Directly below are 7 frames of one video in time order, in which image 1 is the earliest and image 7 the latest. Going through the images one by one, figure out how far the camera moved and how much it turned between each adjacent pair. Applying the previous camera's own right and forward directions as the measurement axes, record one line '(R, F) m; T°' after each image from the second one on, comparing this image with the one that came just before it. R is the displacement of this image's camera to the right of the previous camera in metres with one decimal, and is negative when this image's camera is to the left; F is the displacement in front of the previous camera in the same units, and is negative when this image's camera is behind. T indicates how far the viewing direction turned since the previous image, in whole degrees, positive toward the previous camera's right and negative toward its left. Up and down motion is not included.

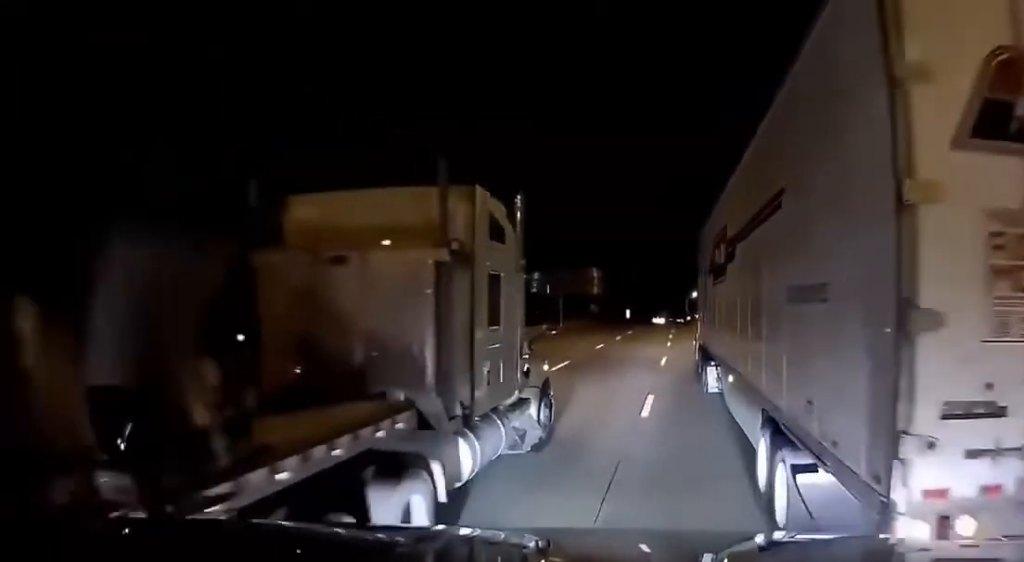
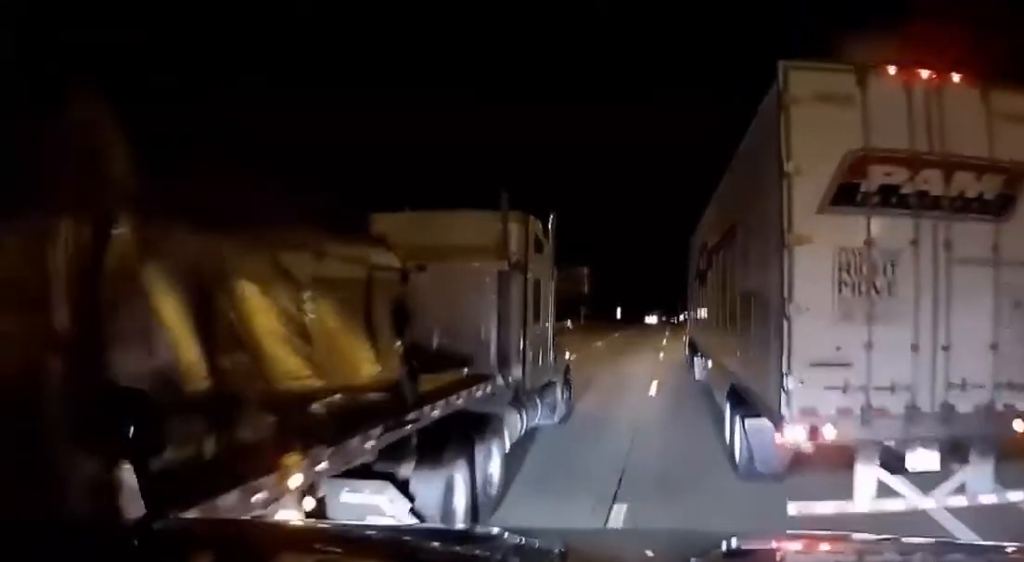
(+0.2, +9.7) m; +1°
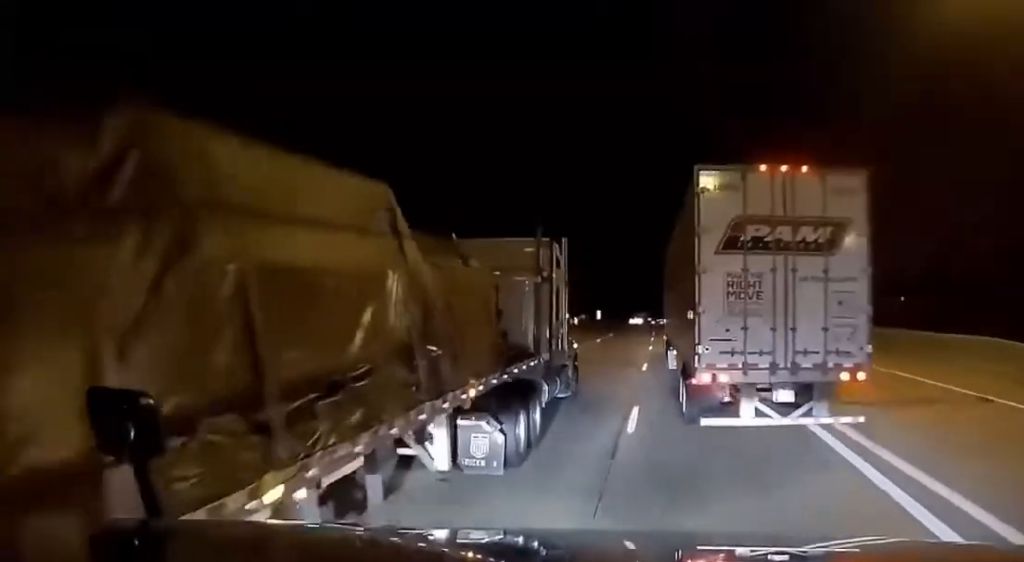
(+0.1, +17.1) m; 0°
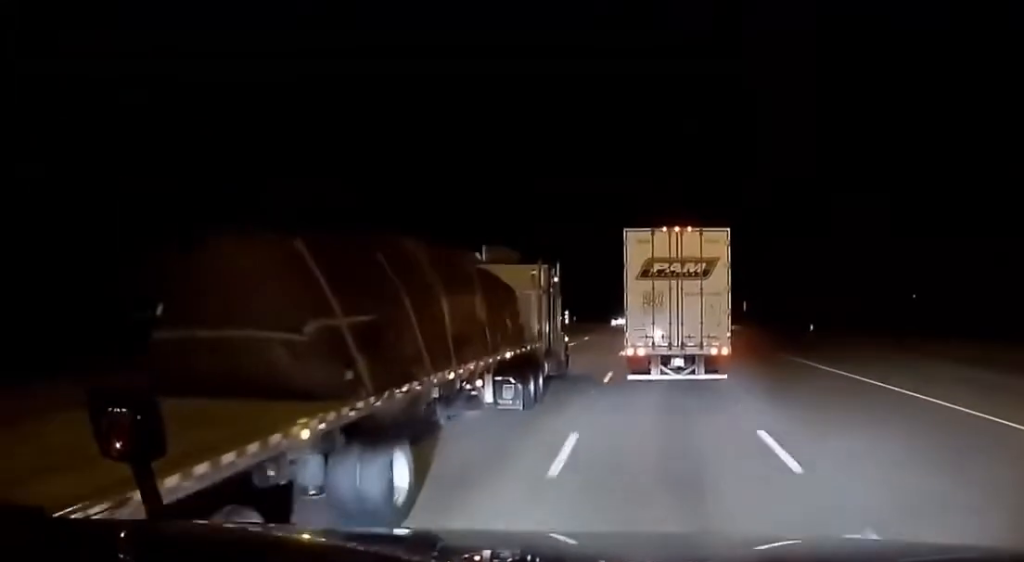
(0.0, +28.8) m; 0°
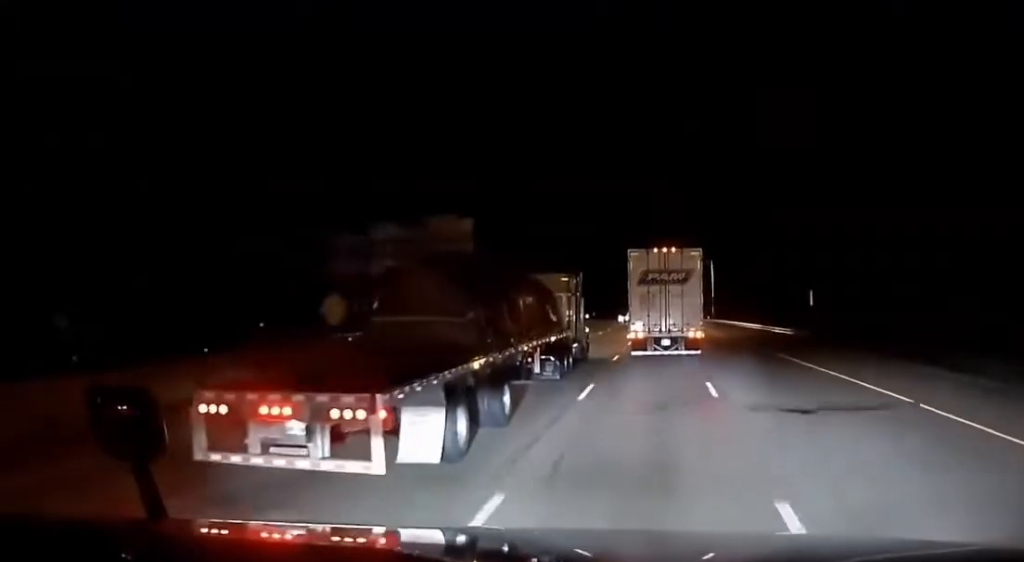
(0.0, +29.5) m; 0°
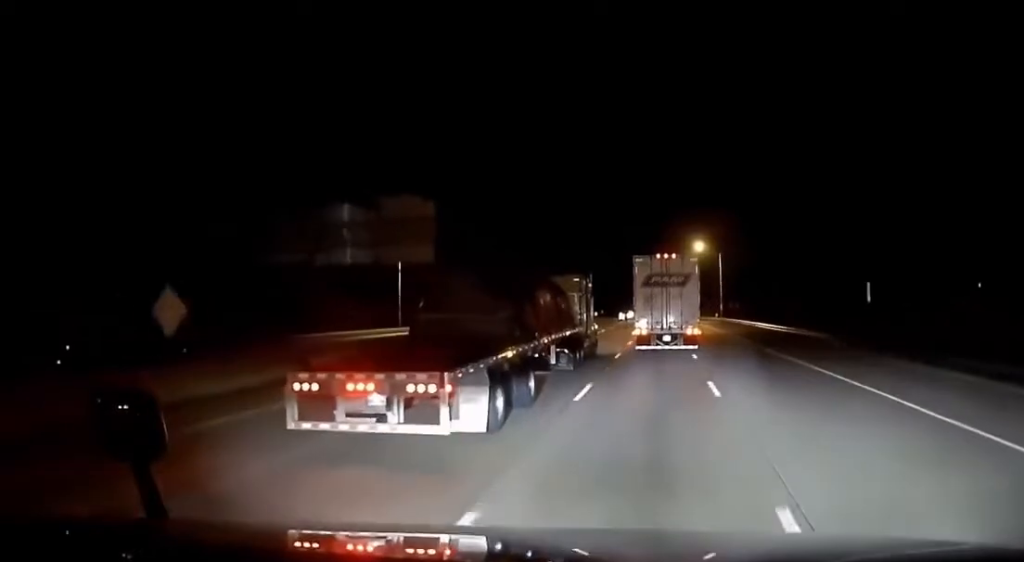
(0.0, +12.6) m; 0°
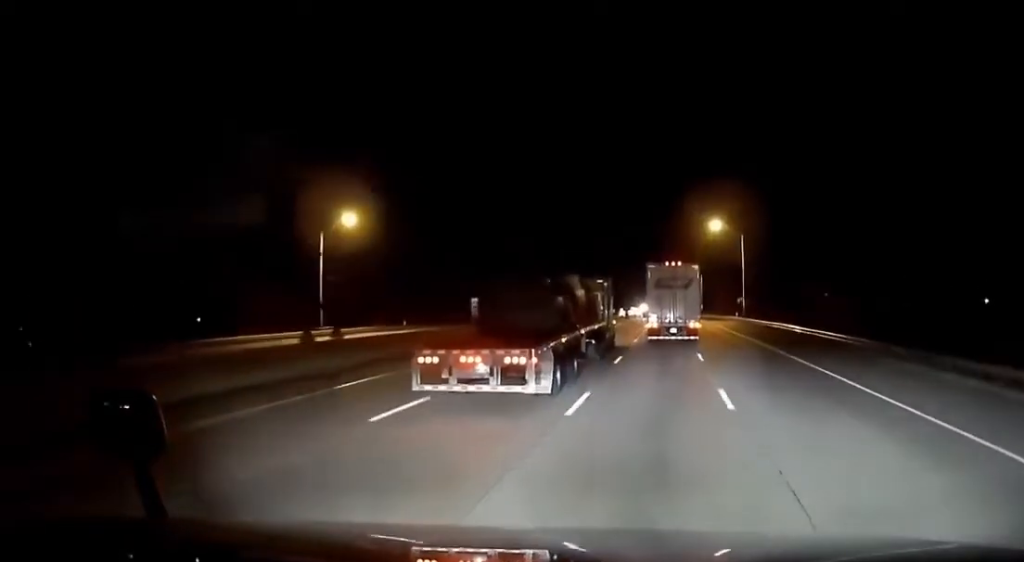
(0.0, +26.9) m; 0°
